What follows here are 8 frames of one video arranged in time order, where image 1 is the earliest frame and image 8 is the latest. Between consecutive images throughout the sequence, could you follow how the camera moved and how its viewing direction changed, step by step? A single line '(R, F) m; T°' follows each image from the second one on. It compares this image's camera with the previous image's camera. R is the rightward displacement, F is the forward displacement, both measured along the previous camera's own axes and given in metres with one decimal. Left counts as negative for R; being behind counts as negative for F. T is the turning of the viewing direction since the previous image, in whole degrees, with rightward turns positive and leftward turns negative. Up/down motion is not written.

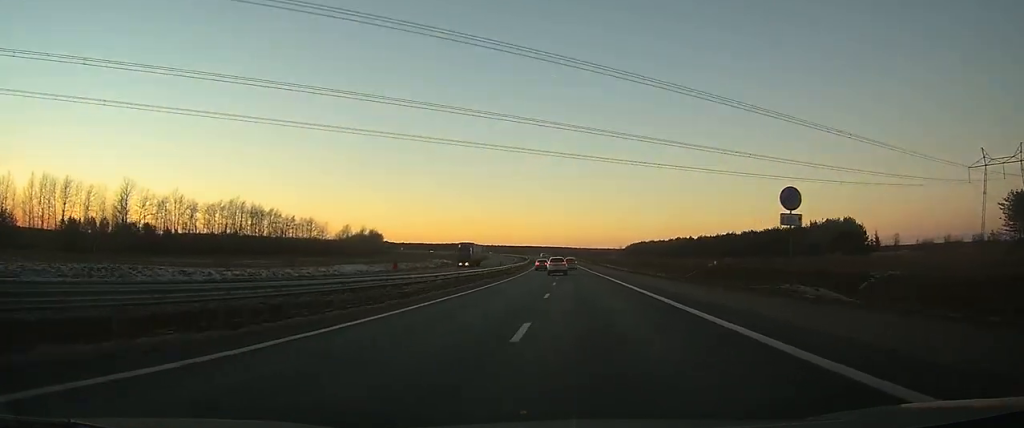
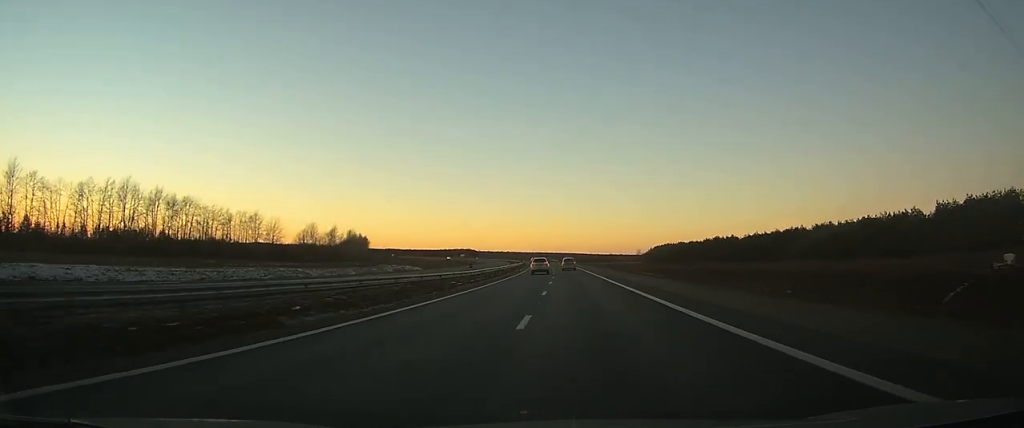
(-0.5, +57.5) m; -1°
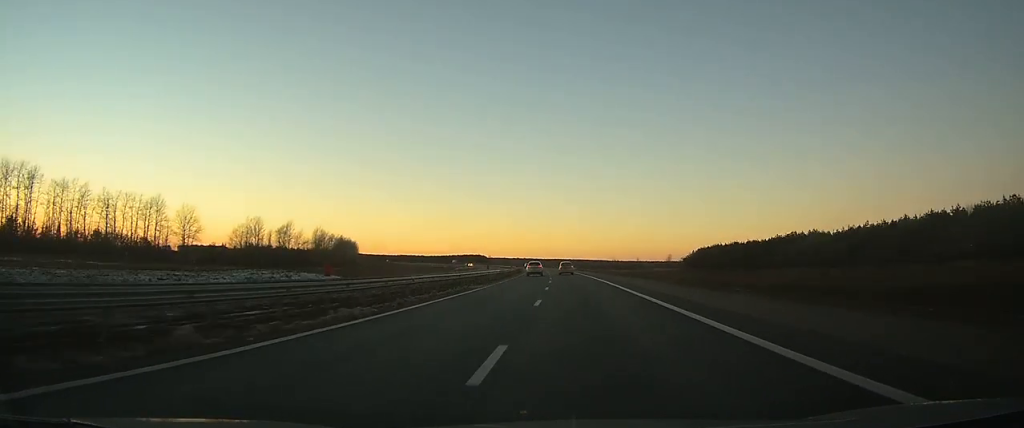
(-1.0, +62.2) m; -2°
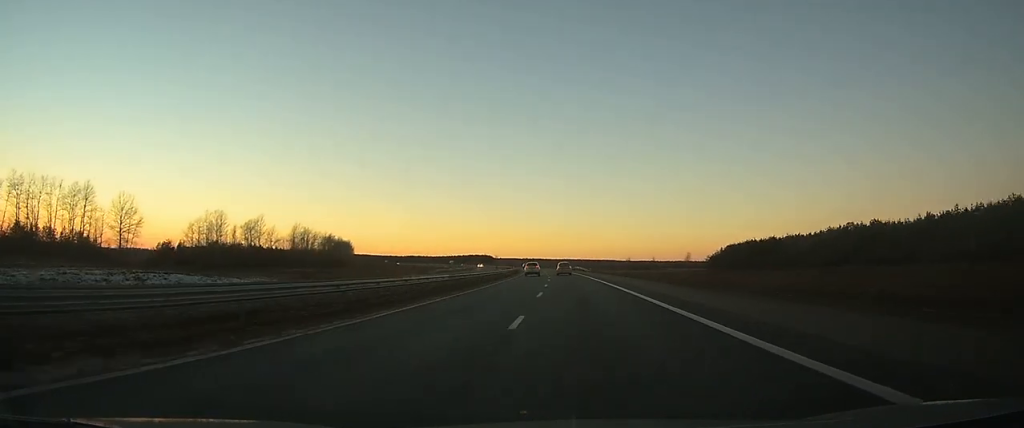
(-0.3, +29.0) m; -1°
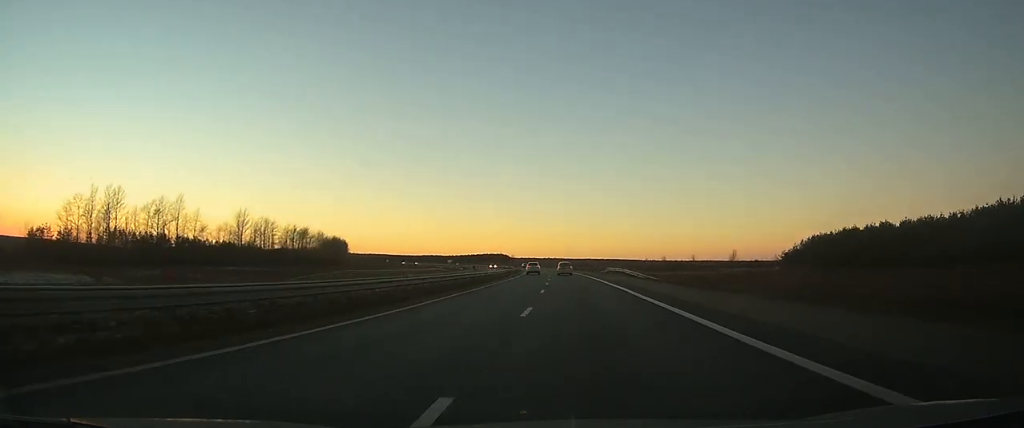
(-0.8, +57.7) m; -2°
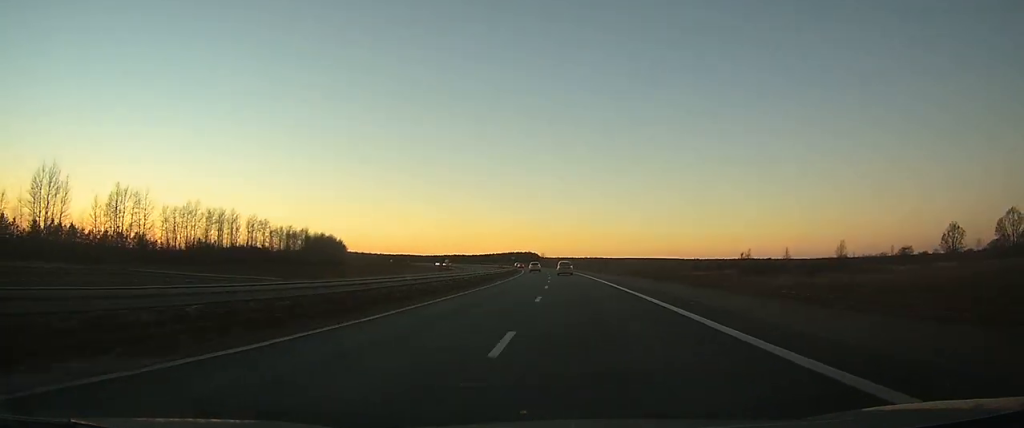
(-2.9, +93.7) m; -4°
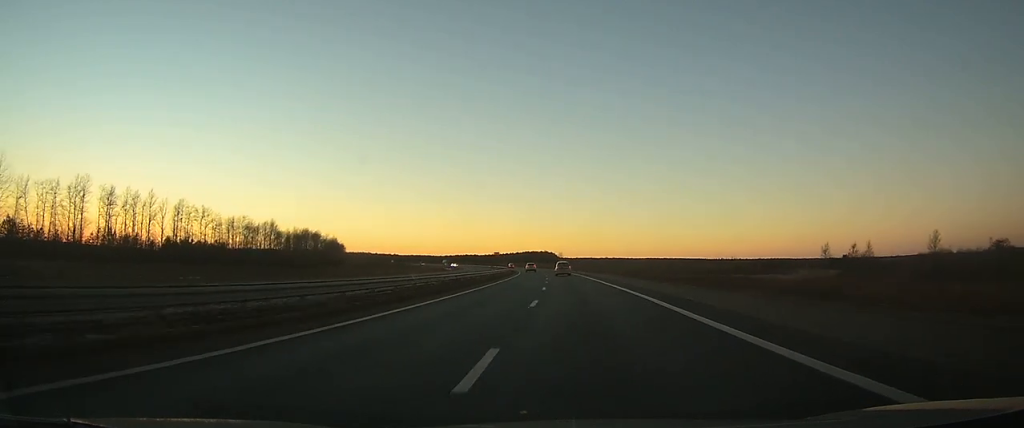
(-1.0, +51.3) m; -2°
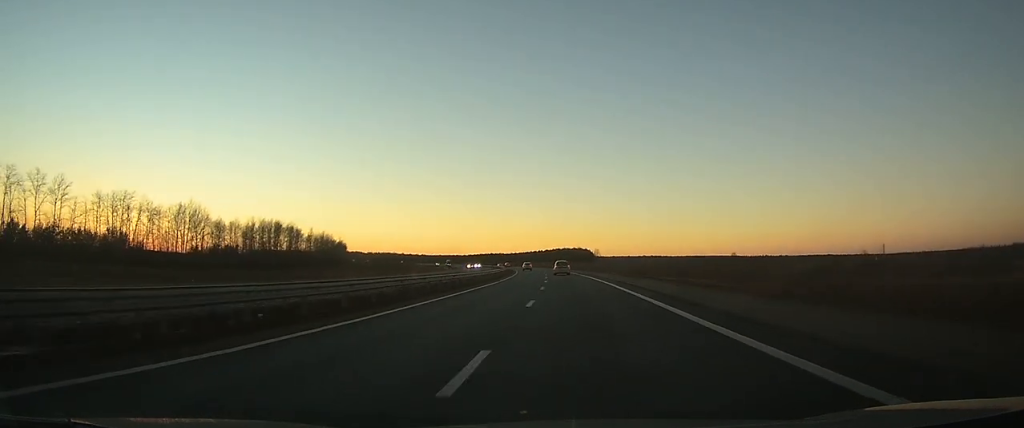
(-2.4, +72.0) m; -4°
